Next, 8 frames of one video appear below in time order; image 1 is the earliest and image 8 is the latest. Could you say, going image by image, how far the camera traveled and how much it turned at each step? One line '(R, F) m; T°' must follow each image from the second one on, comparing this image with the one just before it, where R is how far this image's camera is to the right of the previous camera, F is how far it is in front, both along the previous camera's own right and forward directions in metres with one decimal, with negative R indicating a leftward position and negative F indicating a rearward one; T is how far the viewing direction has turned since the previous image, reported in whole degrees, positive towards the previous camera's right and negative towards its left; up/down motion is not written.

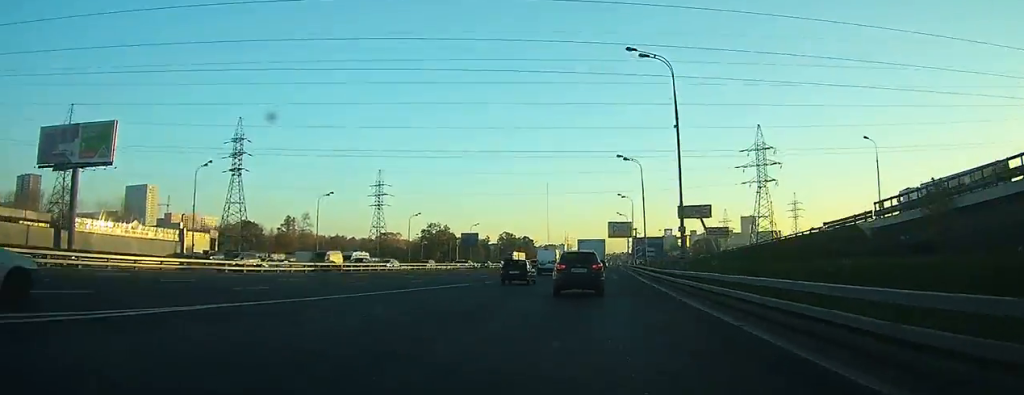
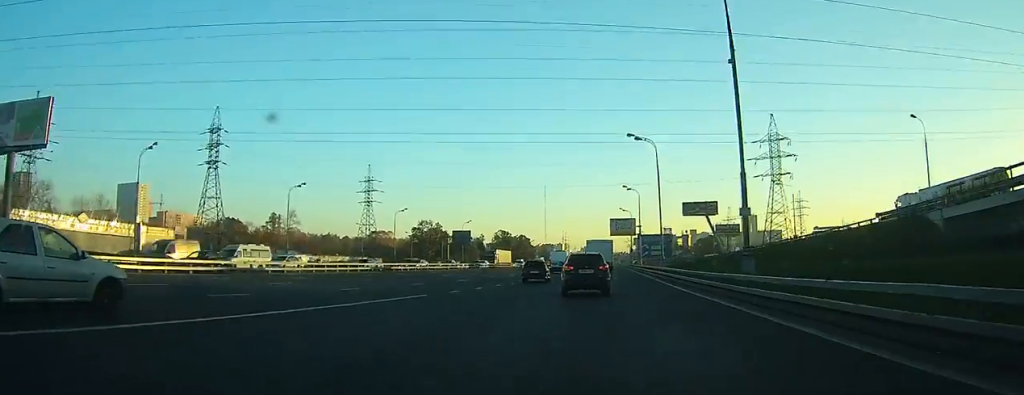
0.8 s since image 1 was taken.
(+0.4, +11.4) m; +2°
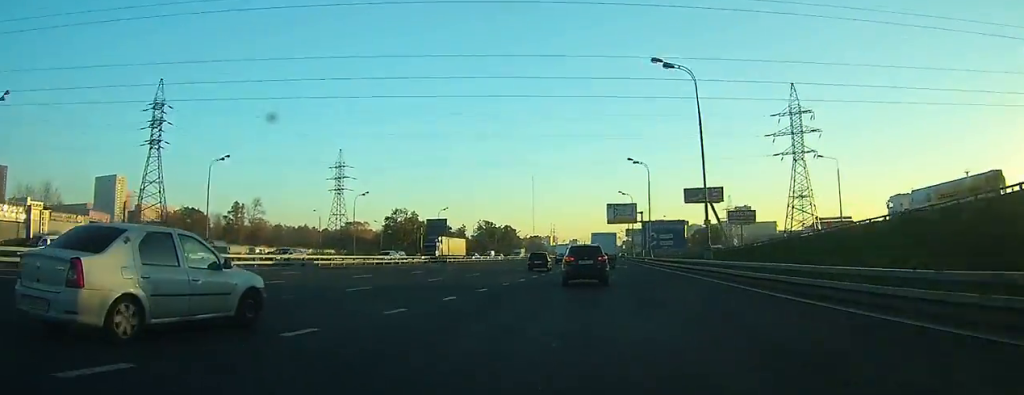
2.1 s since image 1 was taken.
(+0.6, +19.2) m; +2°
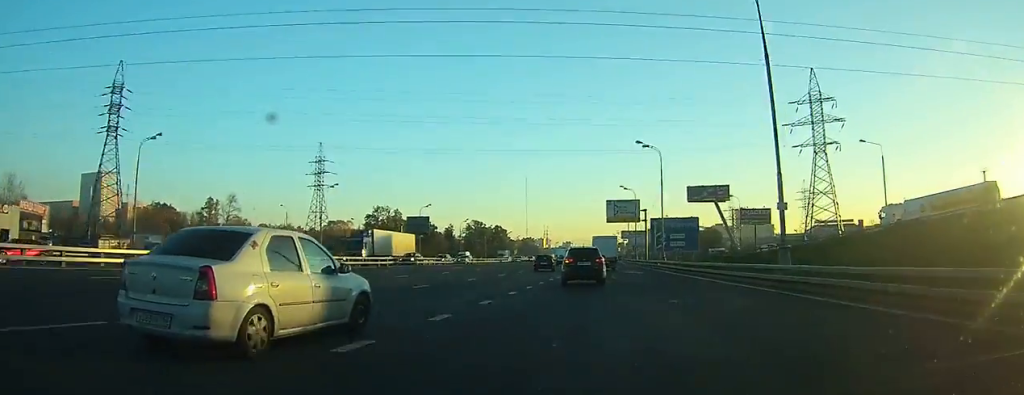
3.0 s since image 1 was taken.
(0.0, +12.7) m; 0°
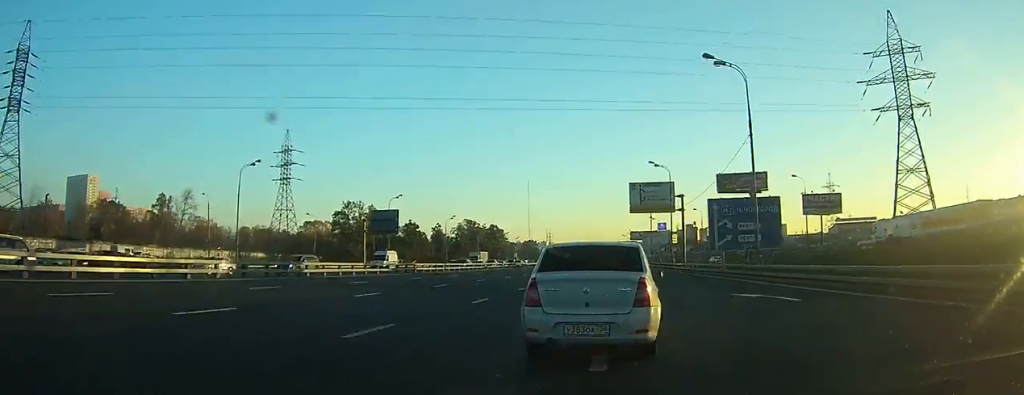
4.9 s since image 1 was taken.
(+0.2, +28.9) m; +1°
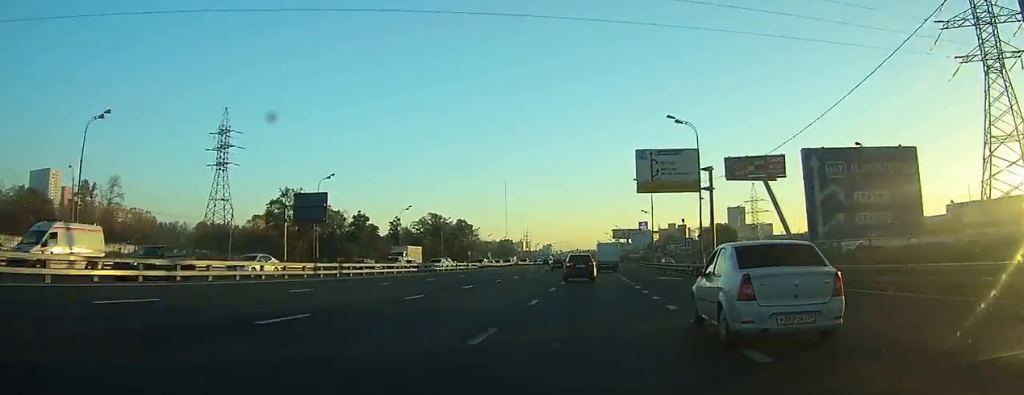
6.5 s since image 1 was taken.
(+0.1, +23.8) m; +1°
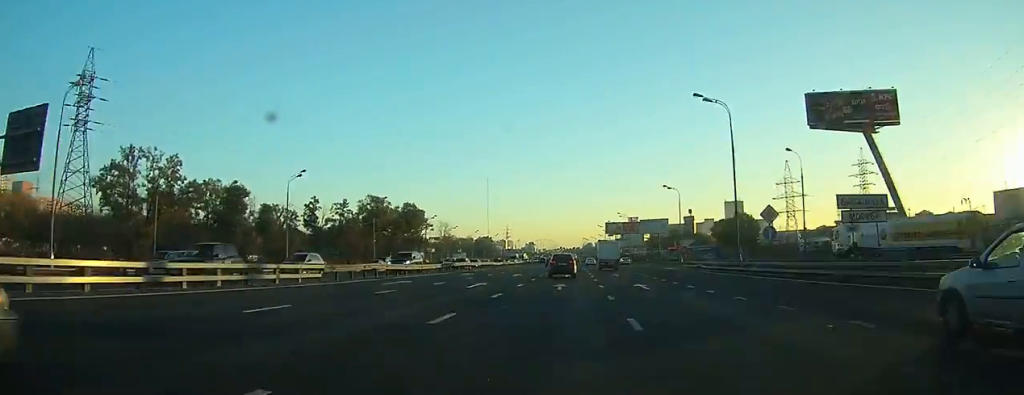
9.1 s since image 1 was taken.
(+1.0, +46.0) m; +2°
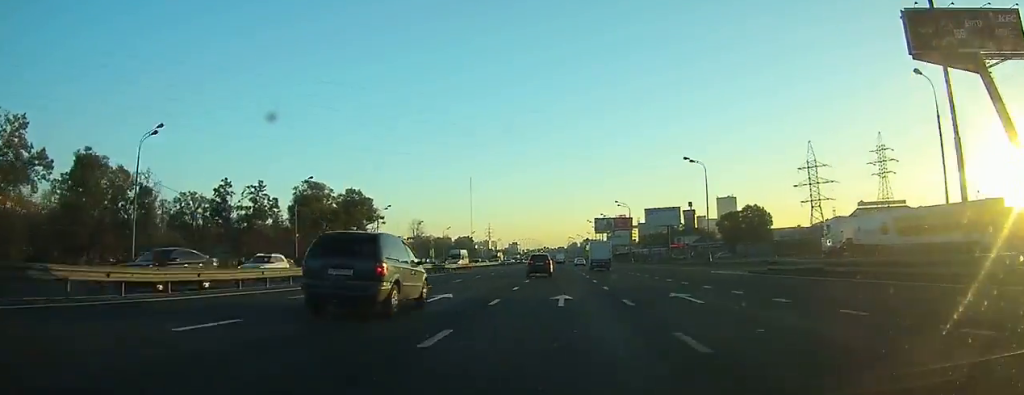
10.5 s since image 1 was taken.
(+0.1, +27.9) m; +1°
